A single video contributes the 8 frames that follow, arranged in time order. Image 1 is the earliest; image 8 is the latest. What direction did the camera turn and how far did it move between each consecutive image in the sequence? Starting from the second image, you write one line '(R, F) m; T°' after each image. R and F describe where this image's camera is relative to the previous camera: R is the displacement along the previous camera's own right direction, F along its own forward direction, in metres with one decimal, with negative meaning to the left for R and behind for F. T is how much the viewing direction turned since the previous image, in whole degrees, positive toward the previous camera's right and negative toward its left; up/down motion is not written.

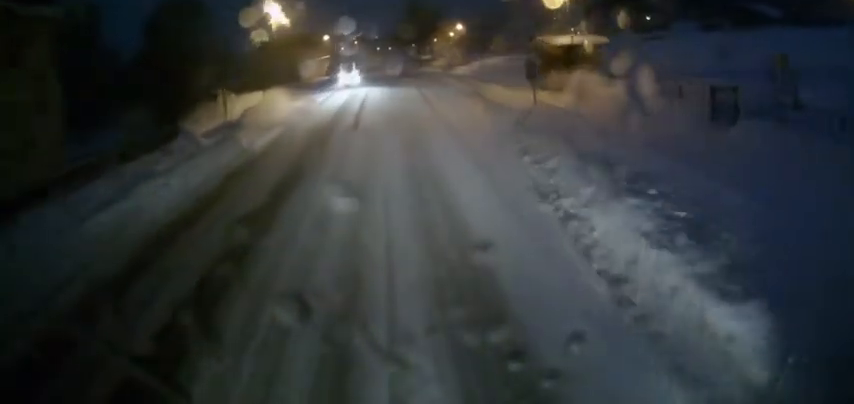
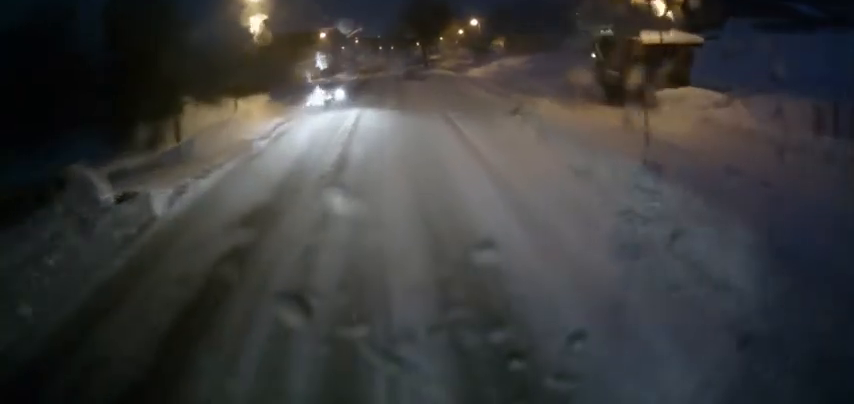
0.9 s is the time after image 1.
(0.0, +8.2) m; 0°
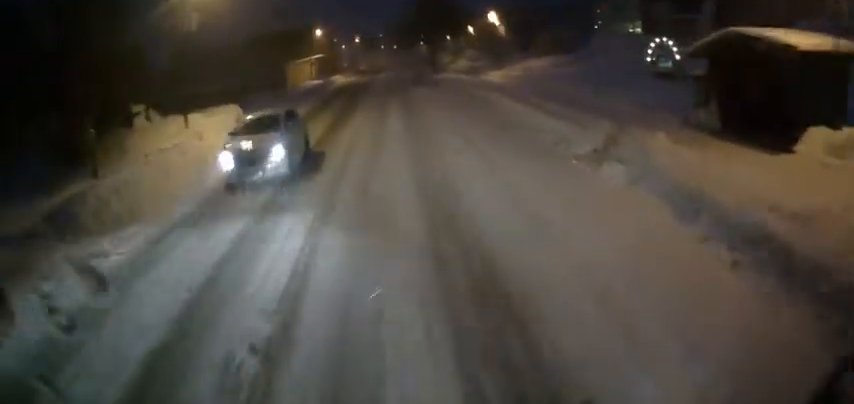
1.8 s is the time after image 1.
(0.0, +7.3) m; 0°
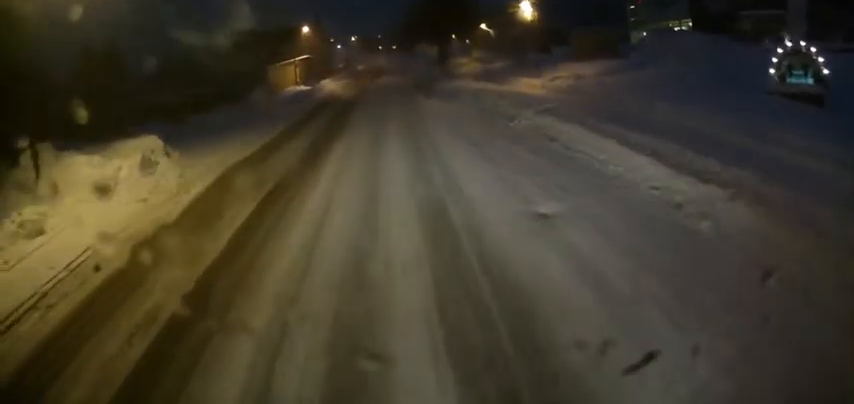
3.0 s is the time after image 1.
(0.0, +10.3) m; 0°
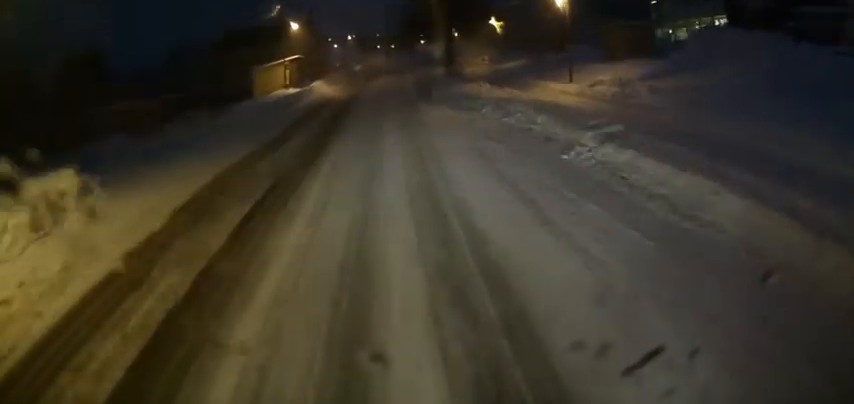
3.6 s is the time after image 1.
(0.0, +5.9) m; 0°
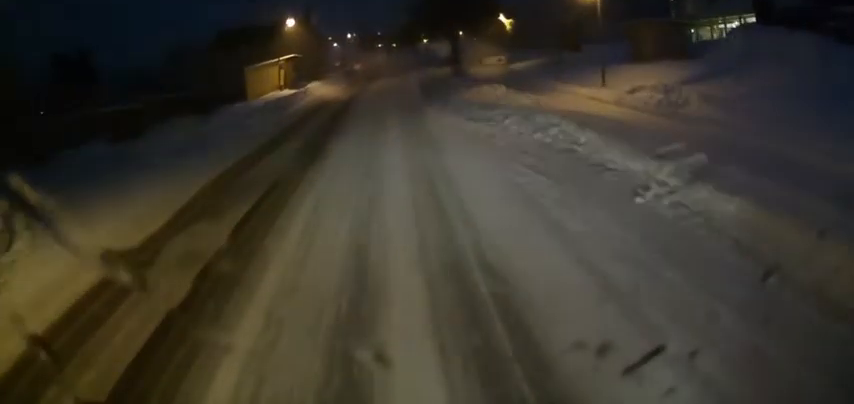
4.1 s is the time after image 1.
(0.0, +3.9) m; 0°
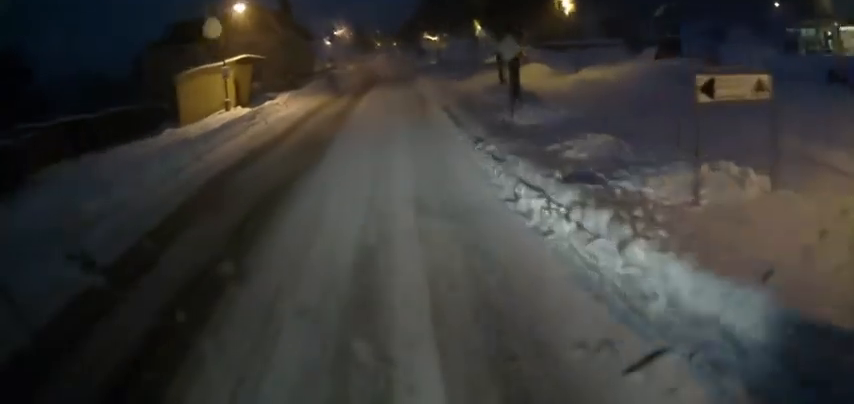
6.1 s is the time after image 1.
(0.0, +17.8) m; 0°
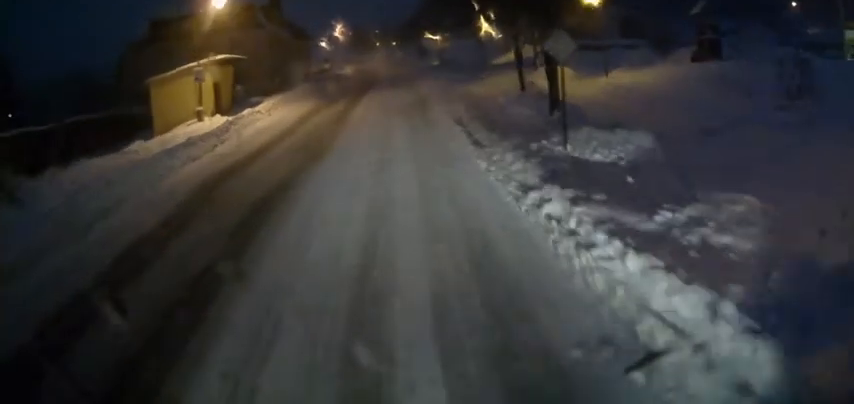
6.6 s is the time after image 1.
(0.0, +4.7) m; 0°
